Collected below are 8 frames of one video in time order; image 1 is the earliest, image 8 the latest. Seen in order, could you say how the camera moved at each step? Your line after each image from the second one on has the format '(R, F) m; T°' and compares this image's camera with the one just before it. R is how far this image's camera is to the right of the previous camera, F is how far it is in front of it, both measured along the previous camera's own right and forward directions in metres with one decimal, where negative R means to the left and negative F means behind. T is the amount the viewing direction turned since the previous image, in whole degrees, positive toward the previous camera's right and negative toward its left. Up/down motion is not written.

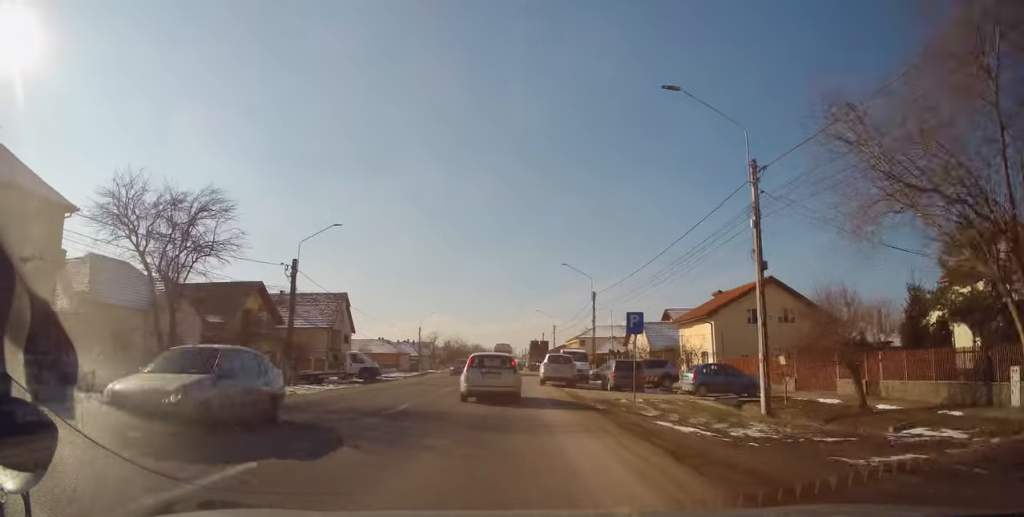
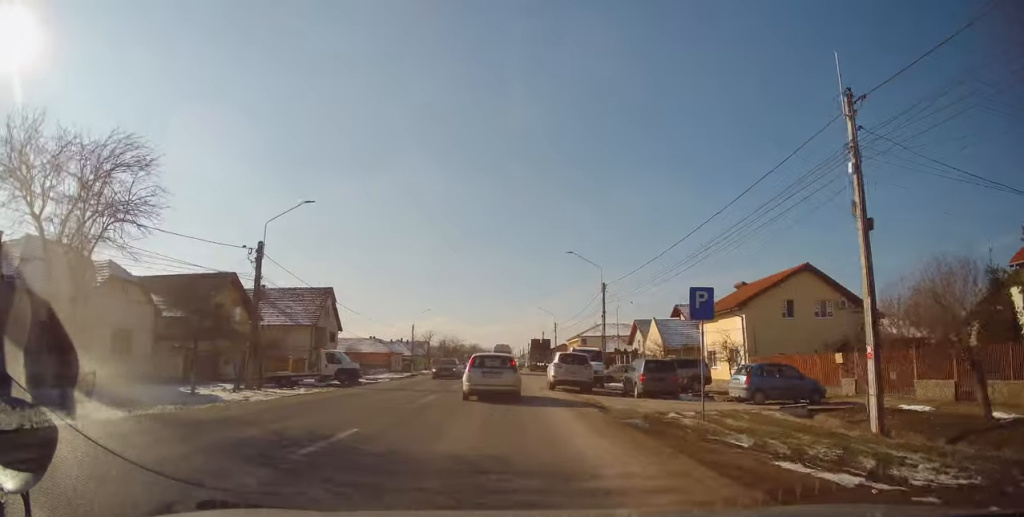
(+0.1, +5.4) m; -1°
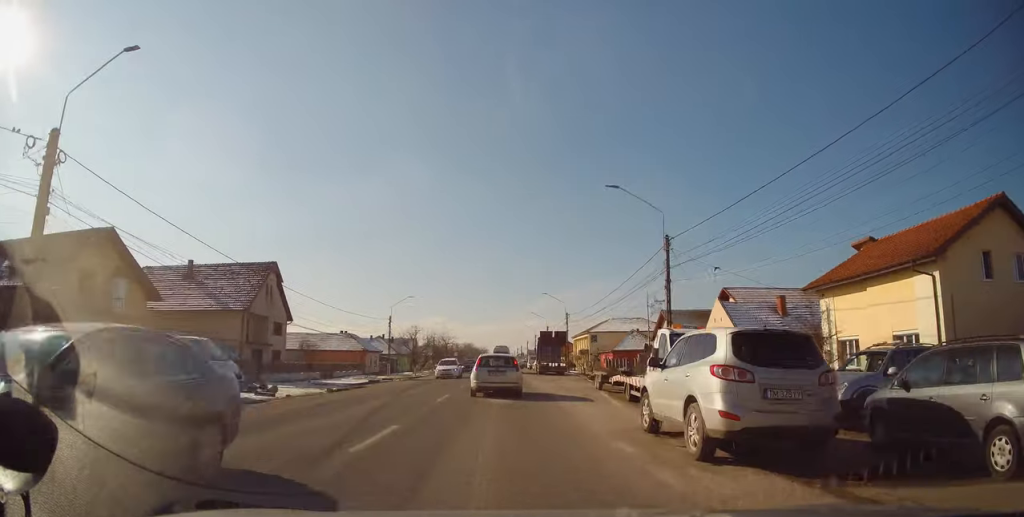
(-0.1, +16.9) m; +2°
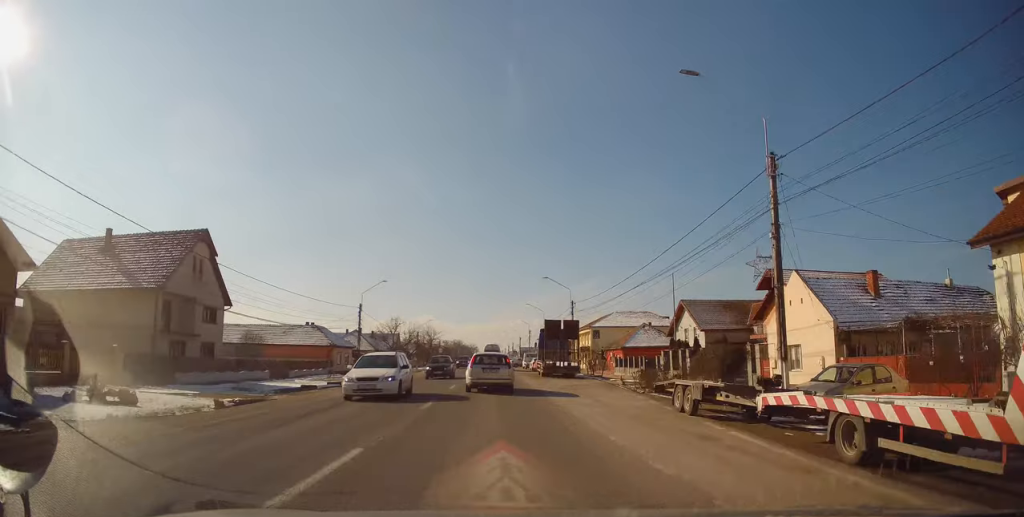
(+0.3, +11.5) m; +1°
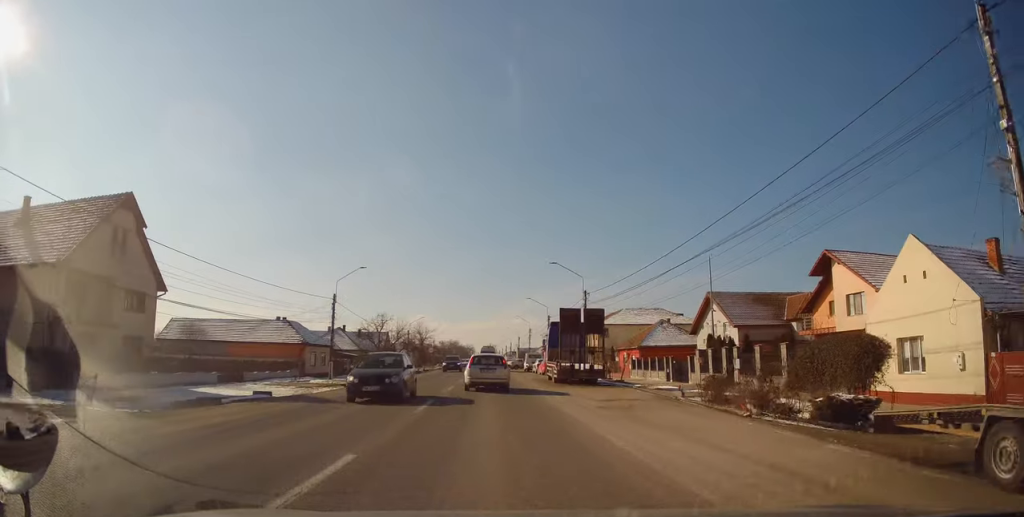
(0.0, +9.3) m; -1°
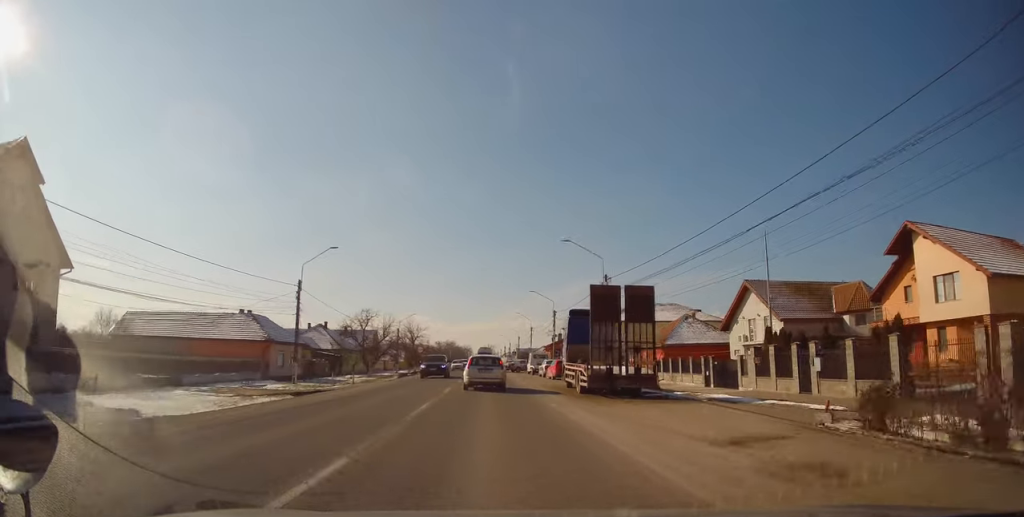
(-0.3, +9.3) m; 0°
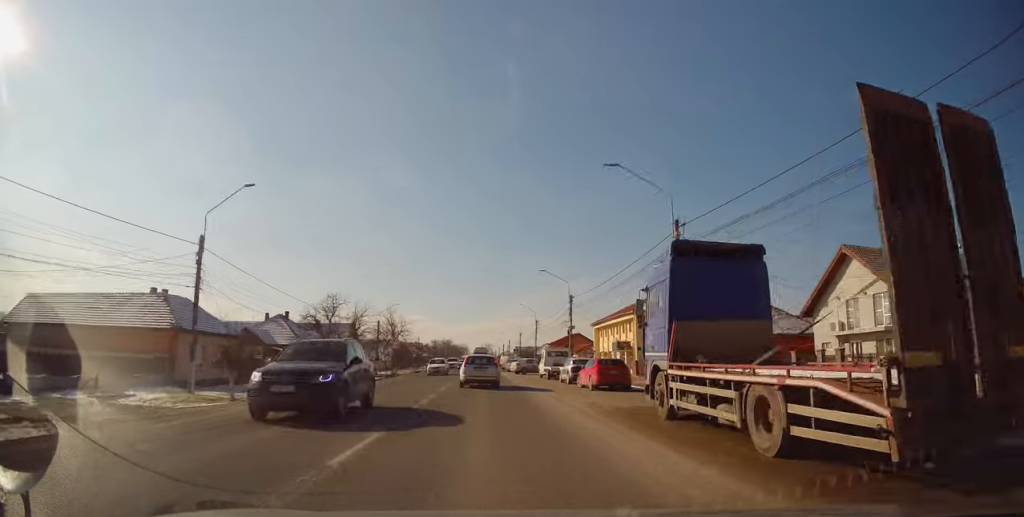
(+0.4, +15.0) m; +2°
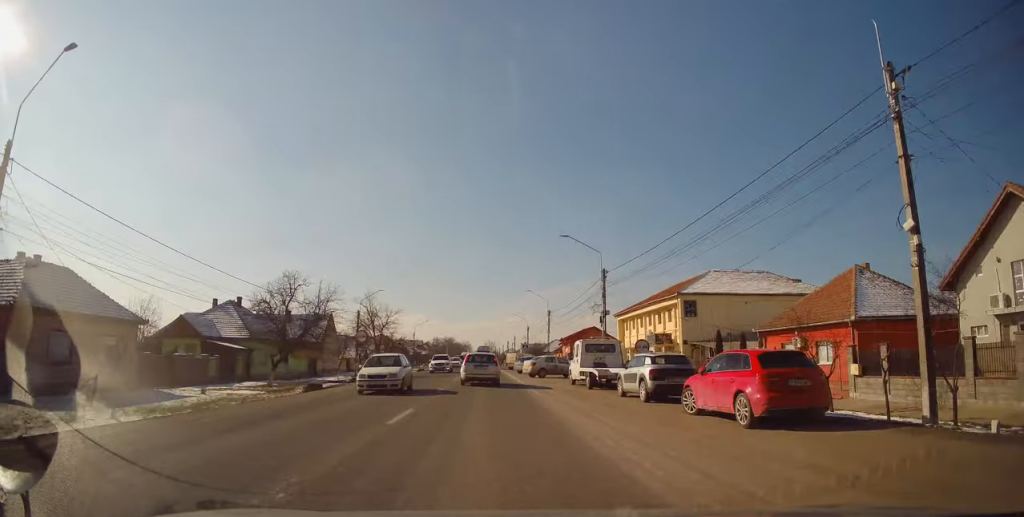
(+0.1, +13.7) m; -1°
